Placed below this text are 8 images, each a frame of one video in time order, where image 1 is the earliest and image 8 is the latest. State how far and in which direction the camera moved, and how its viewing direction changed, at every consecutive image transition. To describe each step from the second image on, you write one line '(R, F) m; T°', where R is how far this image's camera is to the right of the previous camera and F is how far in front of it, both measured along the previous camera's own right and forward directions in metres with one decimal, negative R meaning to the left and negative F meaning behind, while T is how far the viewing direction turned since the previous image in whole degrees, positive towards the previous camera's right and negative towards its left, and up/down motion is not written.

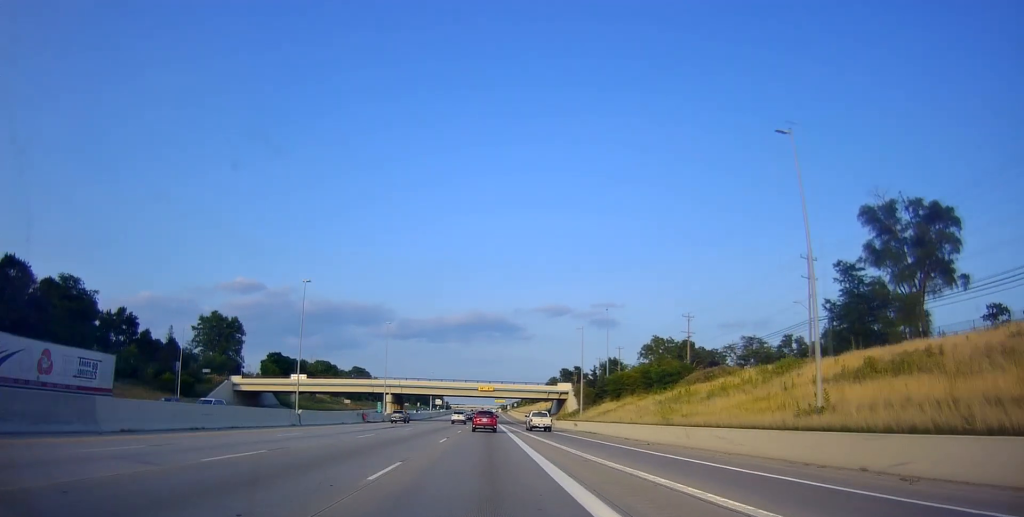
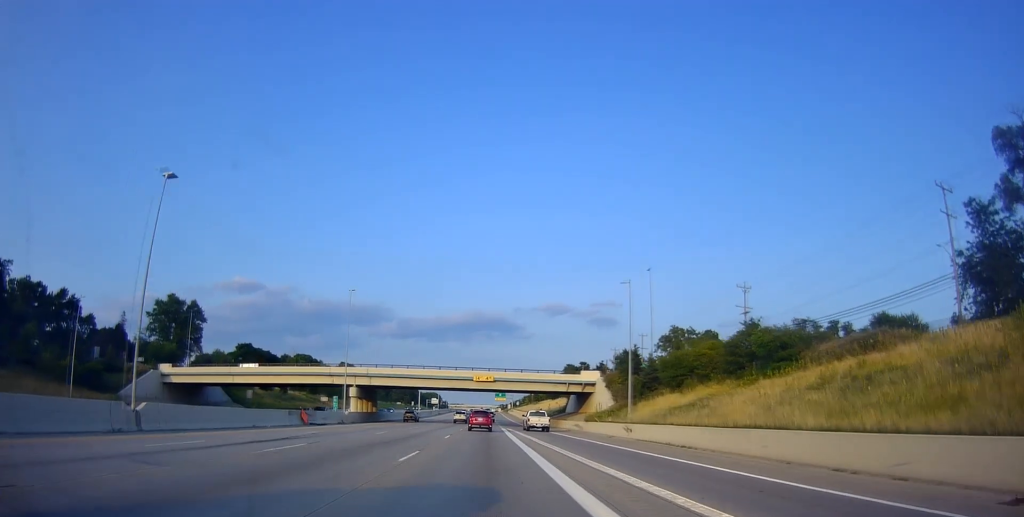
(+0.2, +26.1) m; 0°
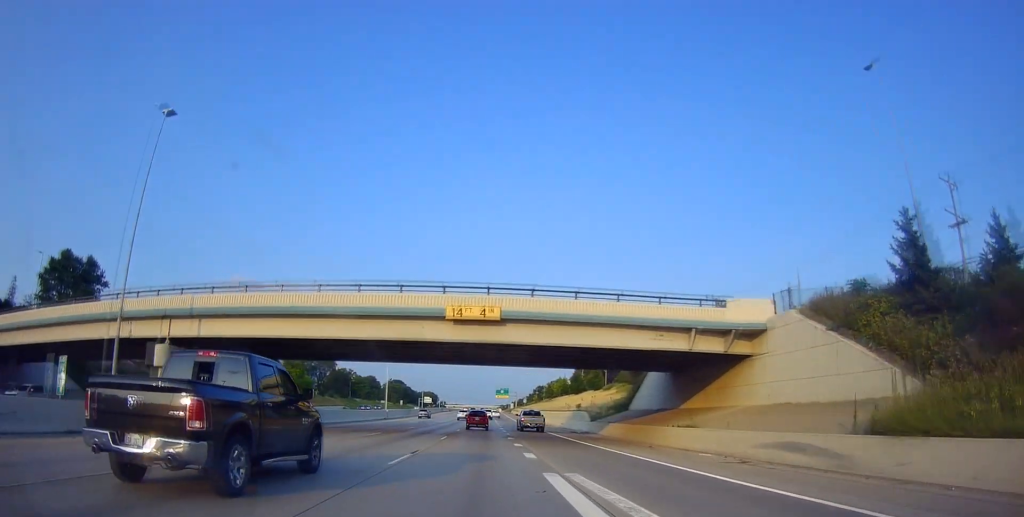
(-0.8, +46.3) m; -1°
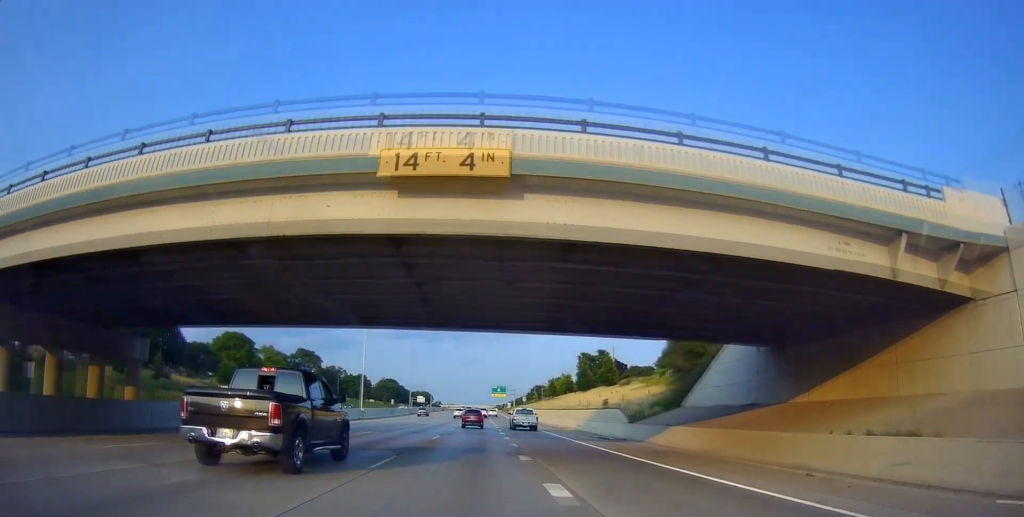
(-0.1, +16.3) m; +1°
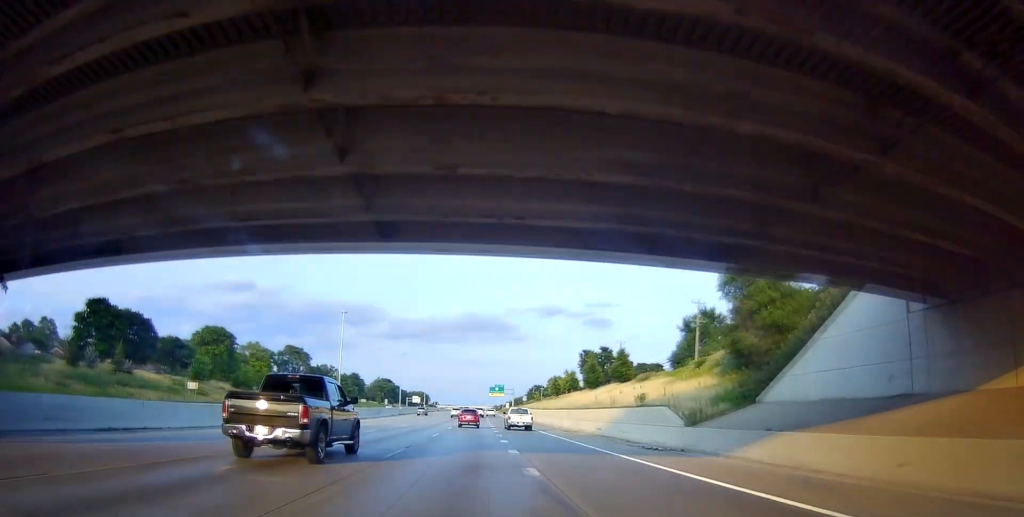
(+0.1, +11.8) m; +1°
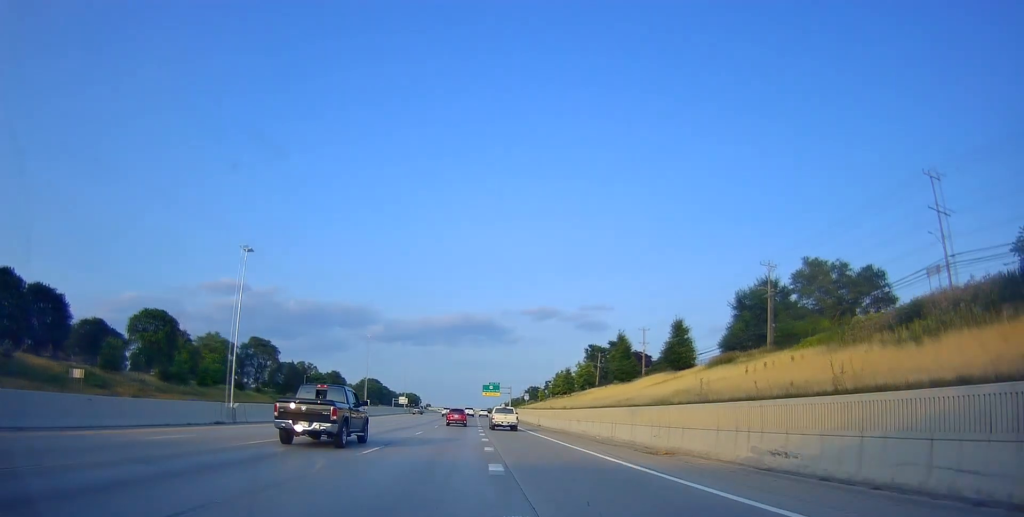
(+0.4, +29.3) m; +1°
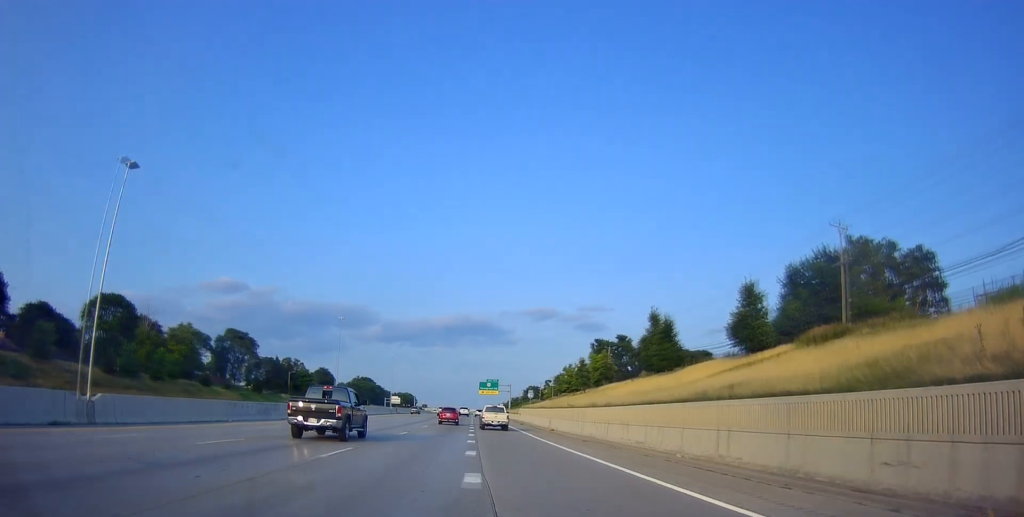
(+0.1, +17.5) m; -1°
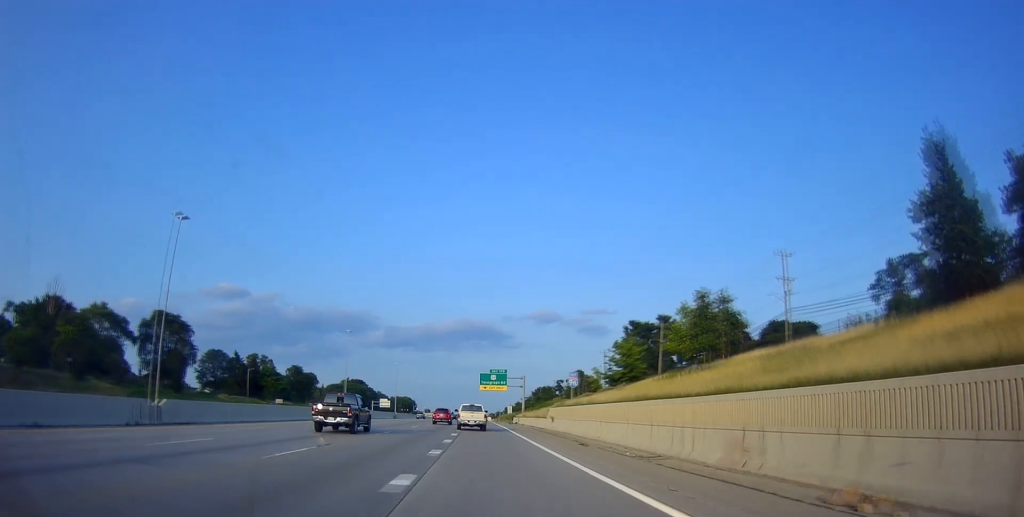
(-0.2, +45.8) m; +1°
